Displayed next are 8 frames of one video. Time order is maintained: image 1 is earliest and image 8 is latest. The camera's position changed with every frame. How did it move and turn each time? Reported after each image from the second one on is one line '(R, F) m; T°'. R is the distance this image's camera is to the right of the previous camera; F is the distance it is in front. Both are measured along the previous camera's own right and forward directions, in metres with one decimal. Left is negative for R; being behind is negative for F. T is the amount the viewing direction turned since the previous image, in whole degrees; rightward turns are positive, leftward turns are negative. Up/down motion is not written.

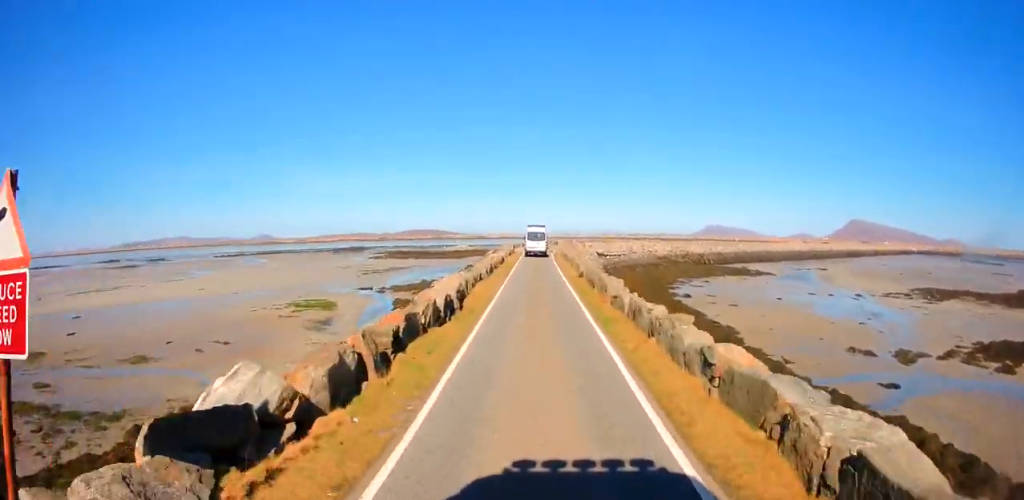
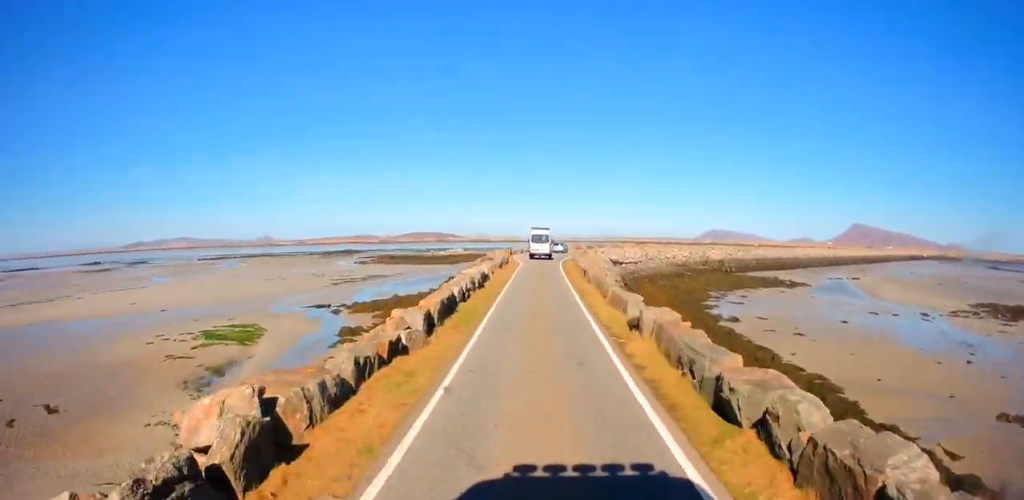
(+0.6, +15.9) m; -1°
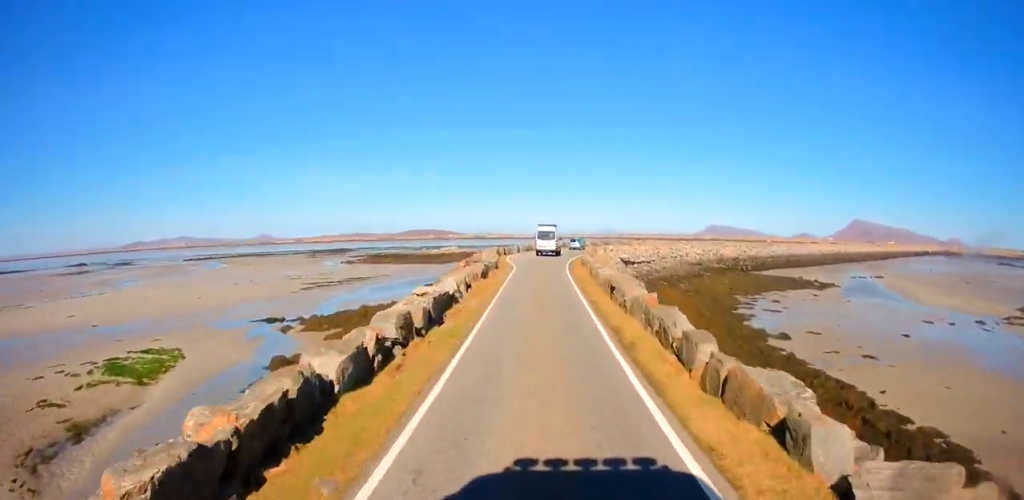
(0.0, +10.9) m; -2°
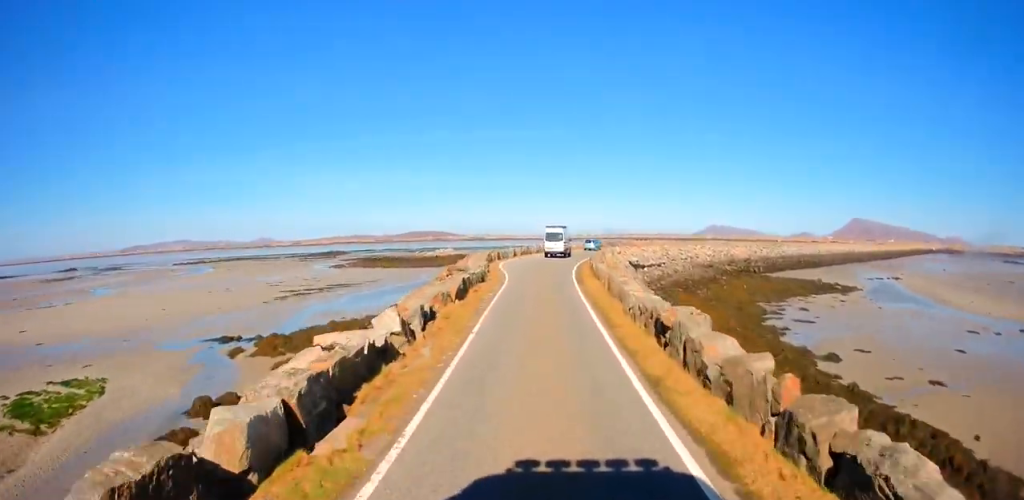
(-0.8, +7.7) m; -1°
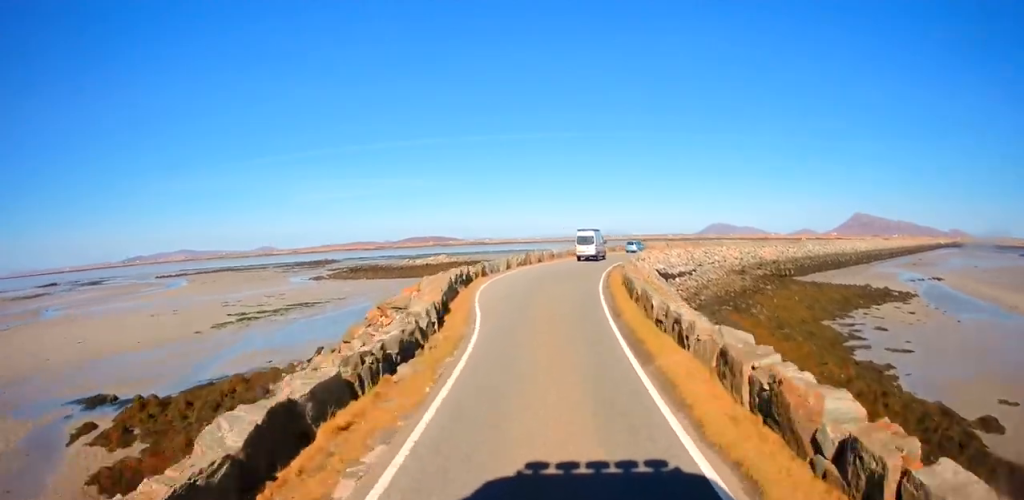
(0.0, +14.4) m; +1°
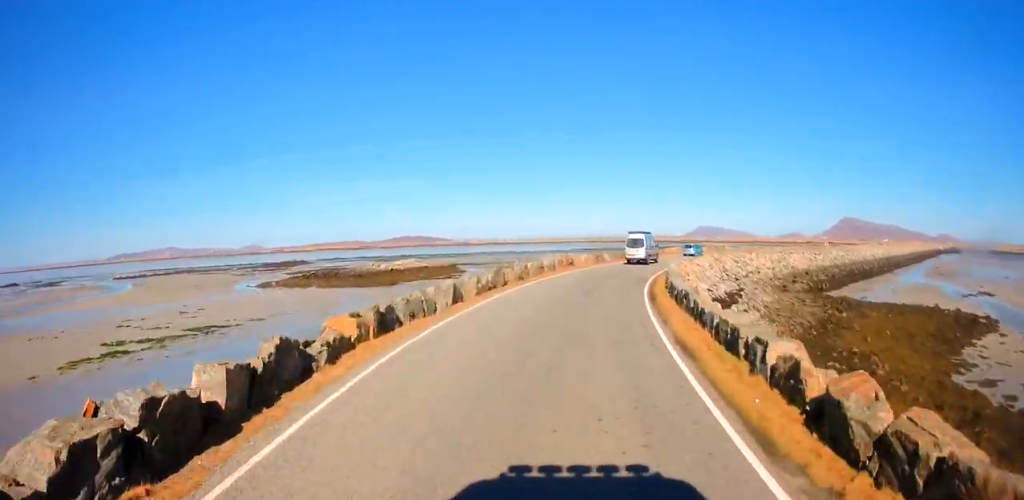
(+0.7, +18.5) m; +4°
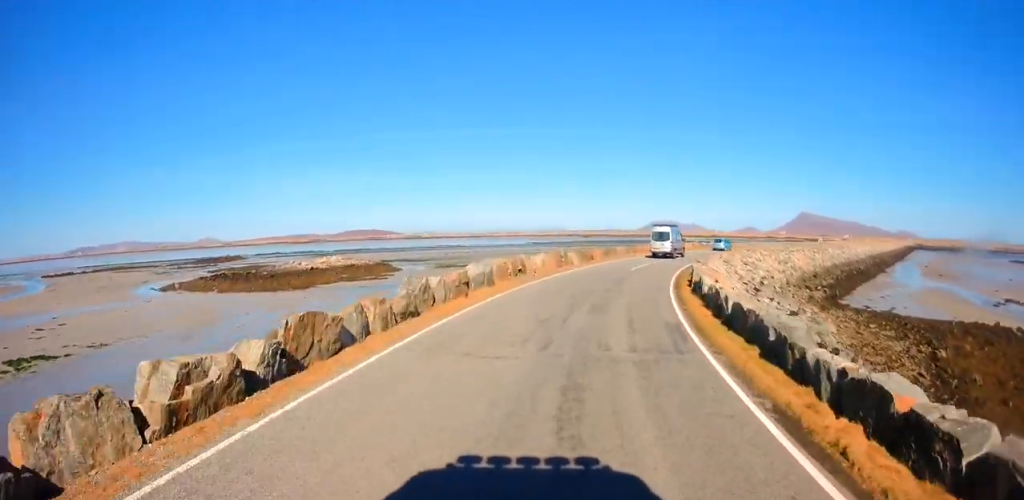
(+0.7, +17.0) m; +6°
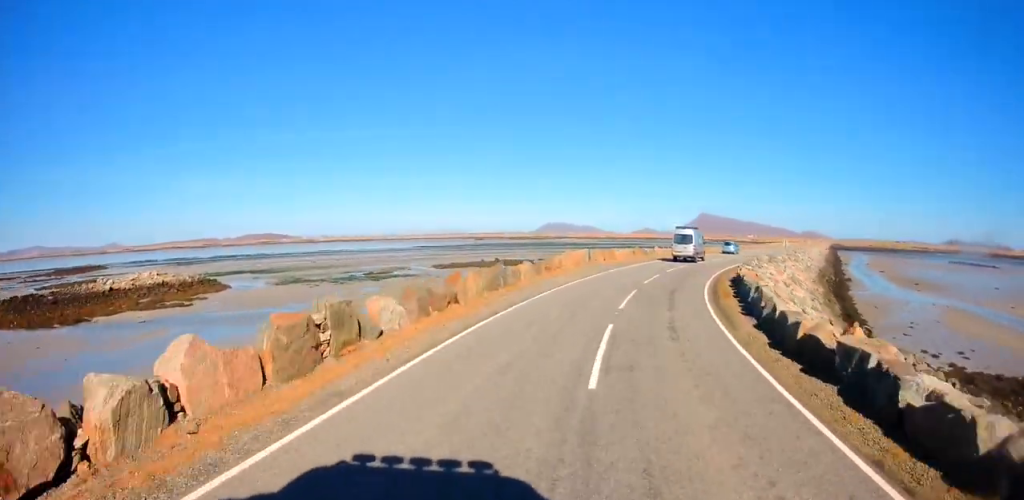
(+2.7, +25.5) m; +13°
